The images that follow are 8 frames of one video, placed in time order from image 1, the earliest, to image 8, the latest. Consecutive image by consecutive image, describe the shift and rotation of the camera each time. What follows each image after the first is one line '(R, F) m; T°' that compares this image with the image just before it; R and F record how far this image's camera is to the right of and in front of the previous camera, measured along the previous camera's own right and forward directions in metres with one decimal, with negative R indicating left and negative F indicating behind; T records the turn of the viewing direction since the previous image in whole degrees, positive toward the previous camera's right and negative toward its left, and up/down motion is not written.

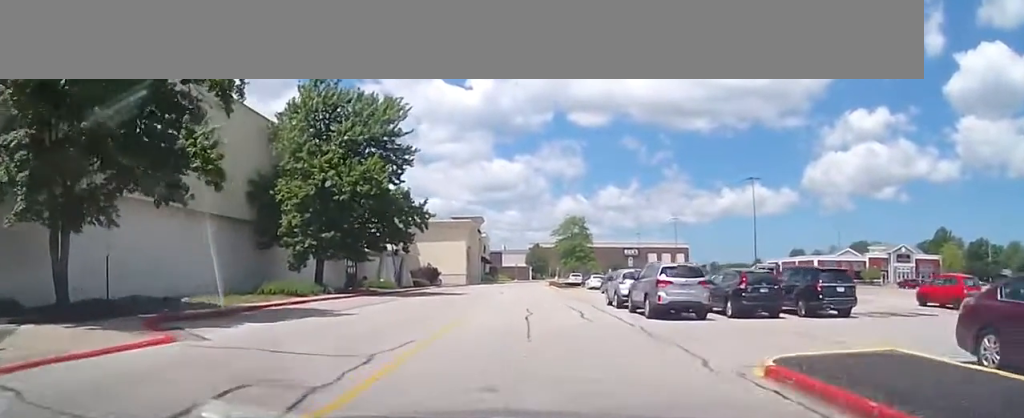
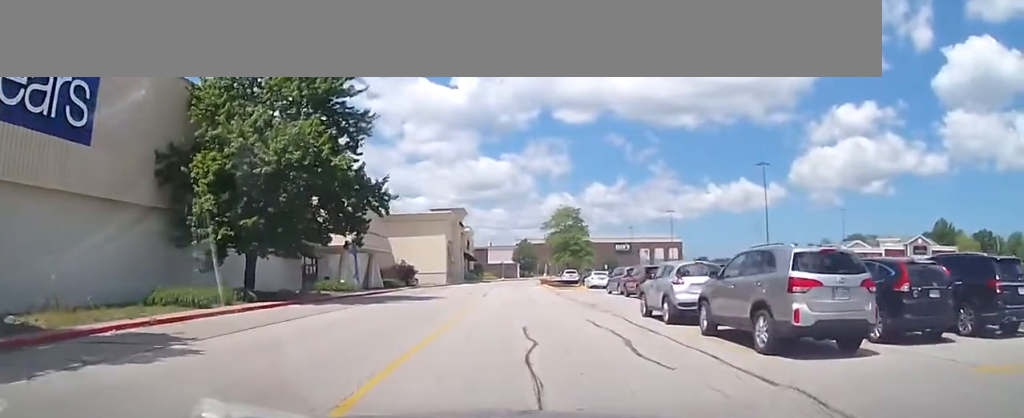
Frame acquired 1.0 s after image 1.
(0.0, +9.1) m; 0°
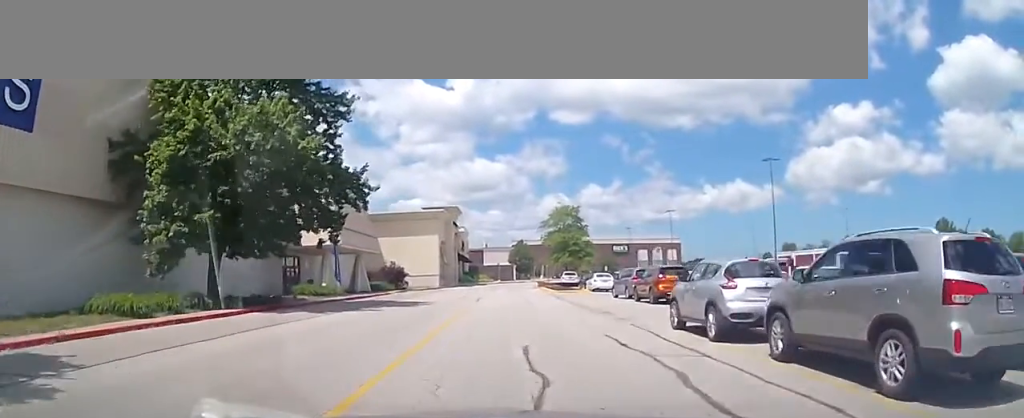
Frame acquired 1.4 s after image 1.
(0.0, +3.7) m; 0°
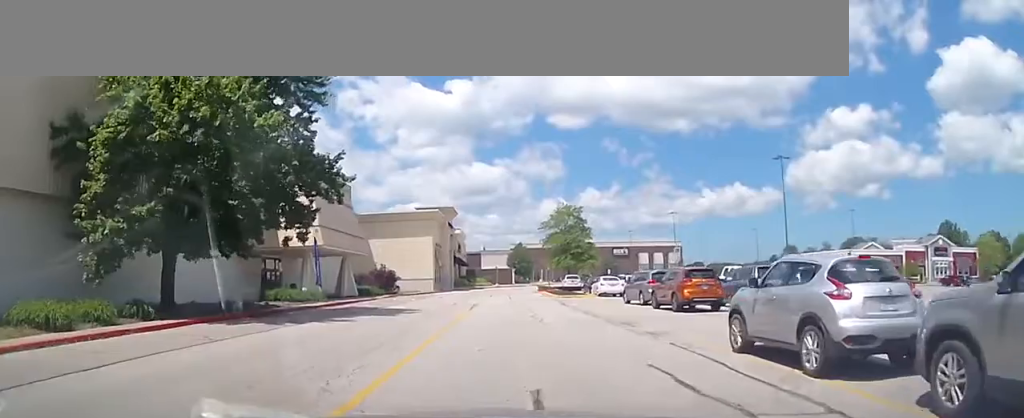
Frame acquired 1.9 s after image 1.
(0.0, +3.9) m; 0°
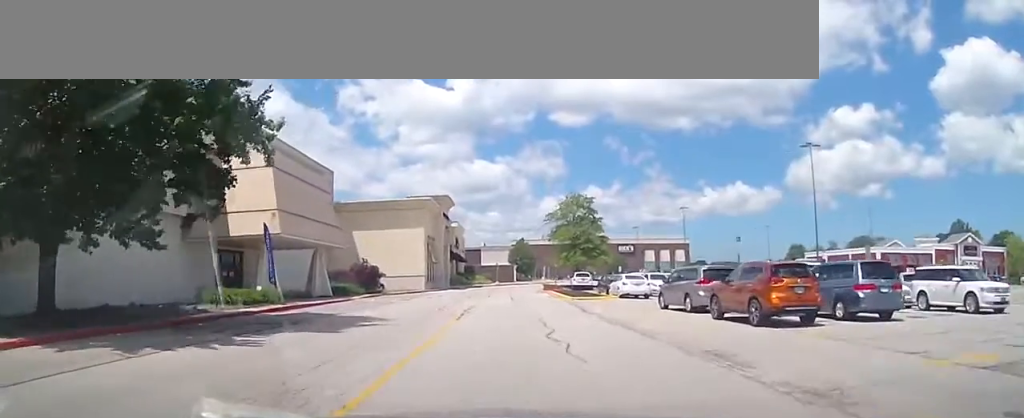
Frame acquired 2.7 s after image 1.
(0.0, +7.5) m; 0°
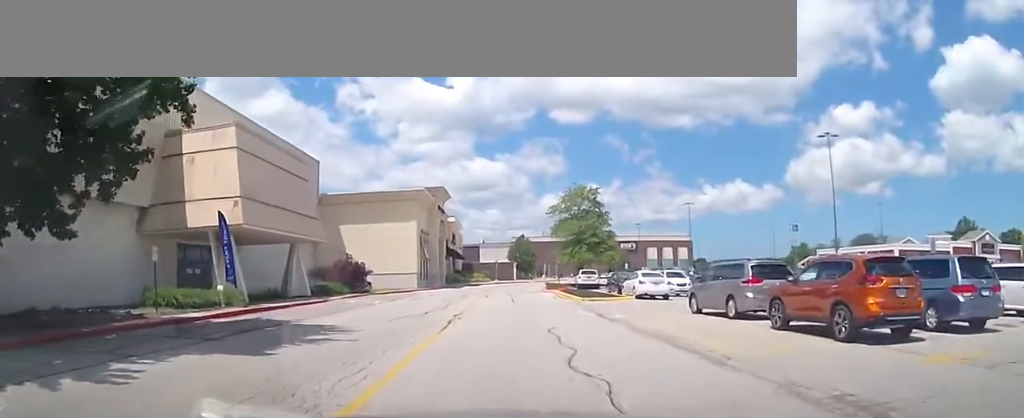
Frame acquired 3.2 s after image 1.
(0.0, +4.5) m; 0°
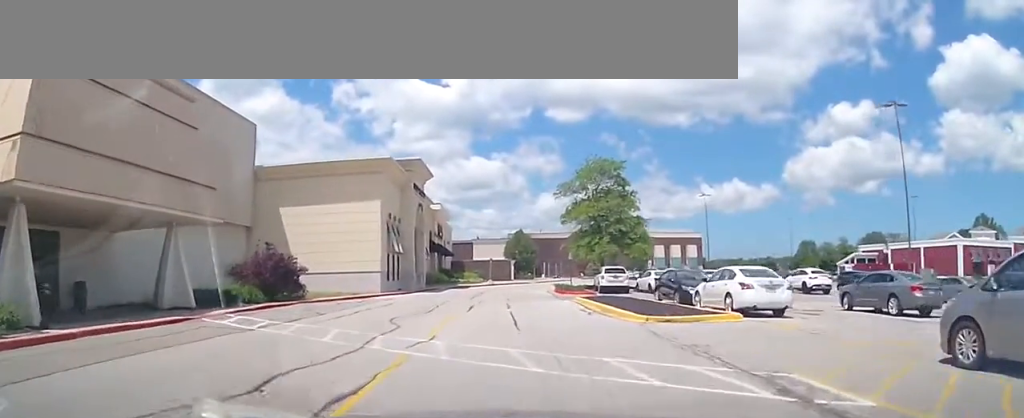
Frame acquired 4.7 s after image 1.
(0.0, +13.6) m; 0°
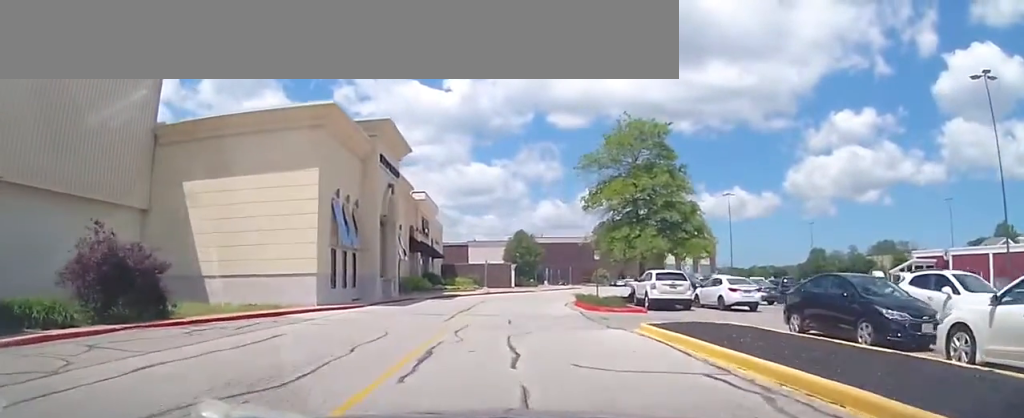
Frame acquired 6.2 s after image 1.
(0.0, +12.7) m; 0°
